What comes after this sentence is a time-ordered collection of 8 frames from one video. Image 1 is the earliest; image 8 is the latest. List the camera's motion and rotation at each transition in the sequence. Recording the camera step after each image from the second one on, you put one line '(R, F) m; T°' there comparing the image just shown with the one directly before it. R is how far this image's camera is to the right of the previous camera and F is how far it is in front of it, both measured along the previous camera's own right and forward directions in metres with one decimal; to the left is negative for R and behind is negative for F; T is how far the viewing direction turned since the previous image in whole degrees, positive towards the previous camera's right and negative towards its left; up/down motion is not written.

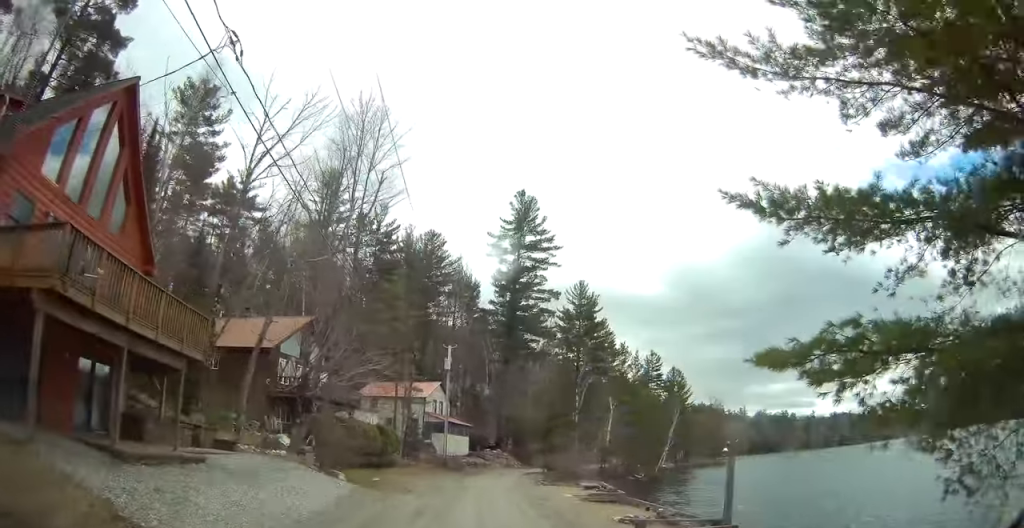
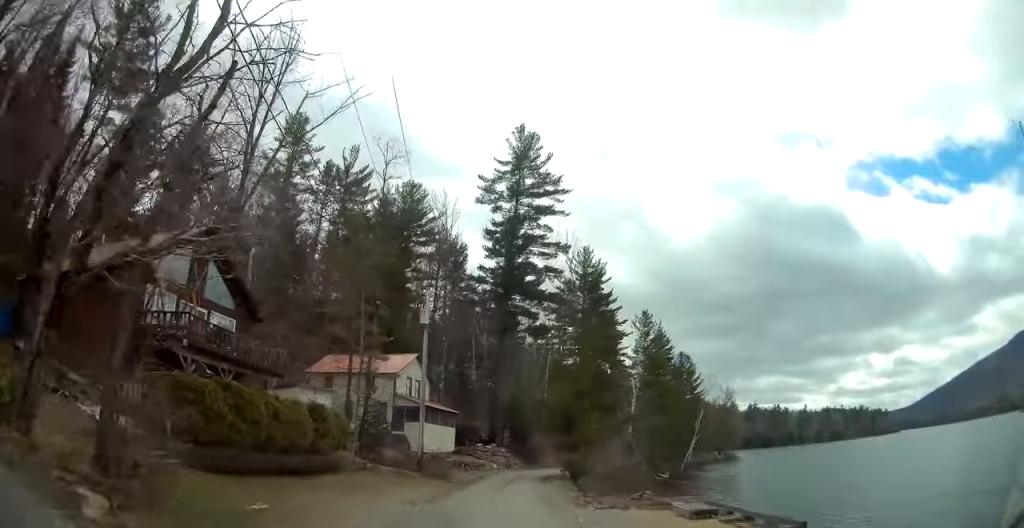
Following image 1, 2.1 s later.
(0.0, +16.1) m; 0°
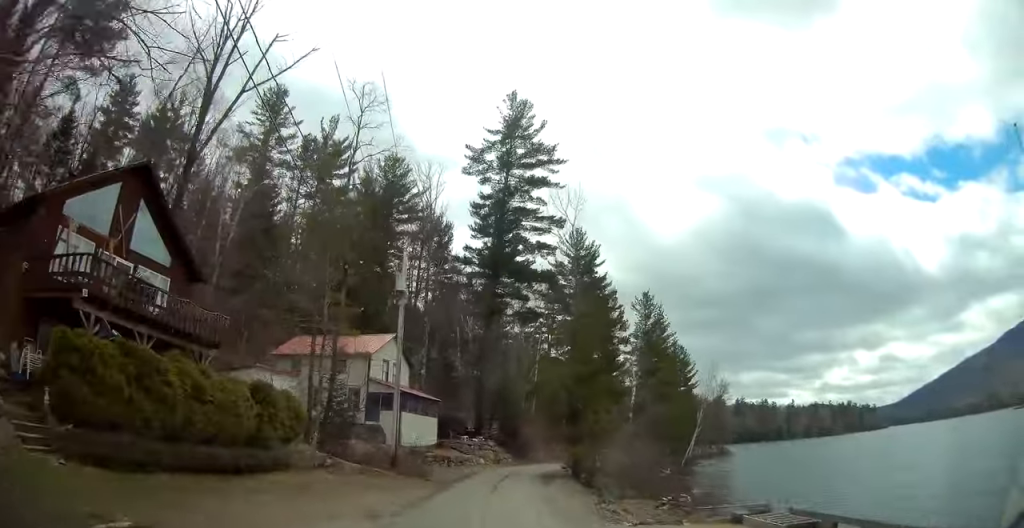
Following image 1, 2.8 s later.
(0.0, +5.6) m; +3°
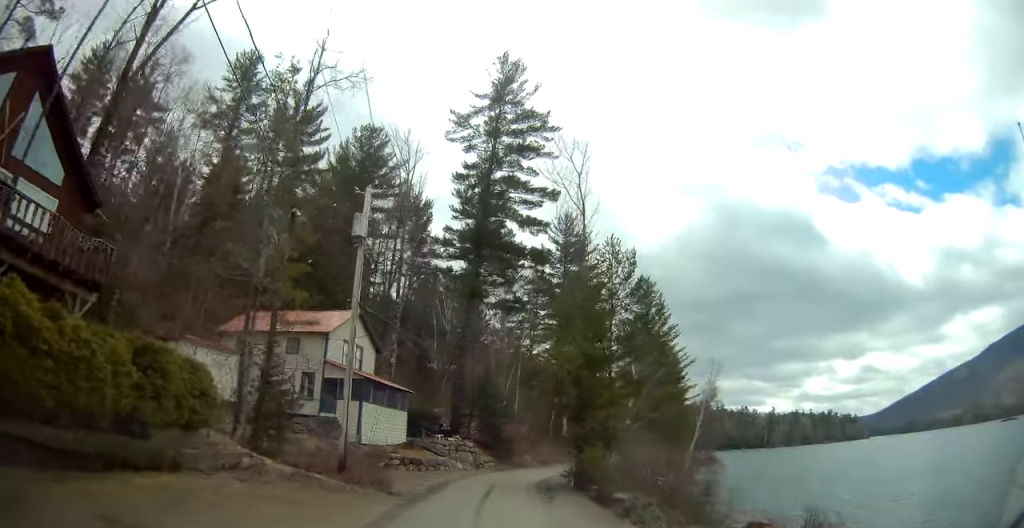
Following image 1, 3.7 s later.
(+0.3, +6.9) m; +4°
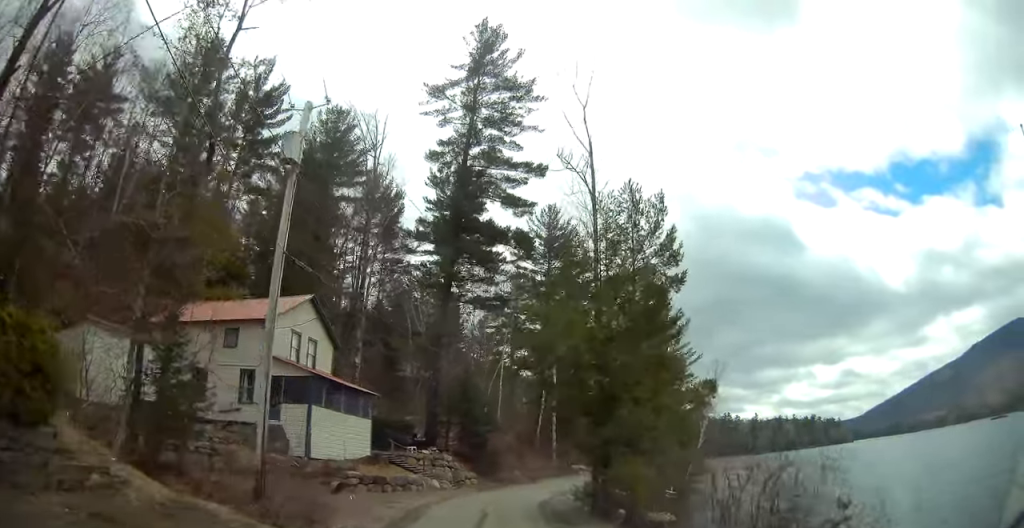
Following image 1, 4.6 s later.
(+0.3, +6.8) m; +3°
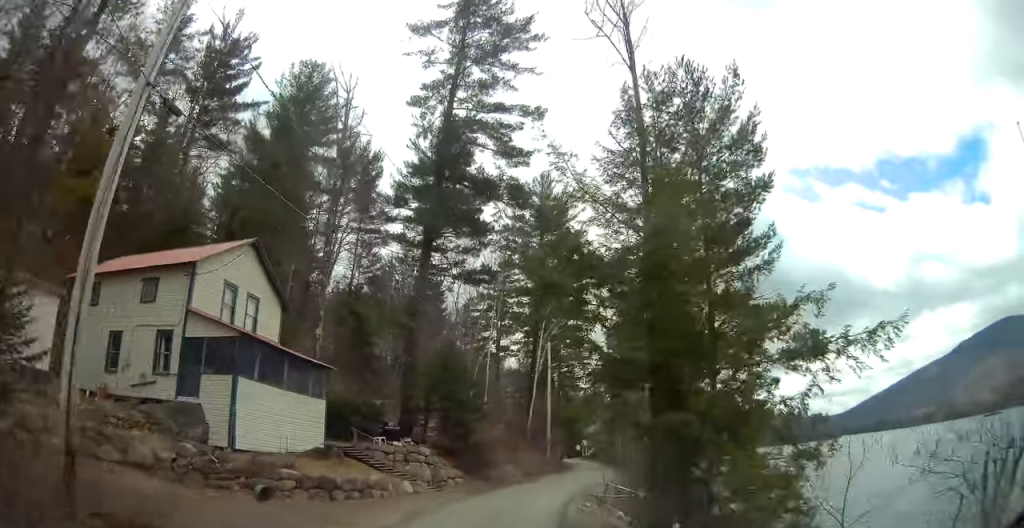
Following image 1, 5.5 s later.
(0.0, +7.1) m; 0°
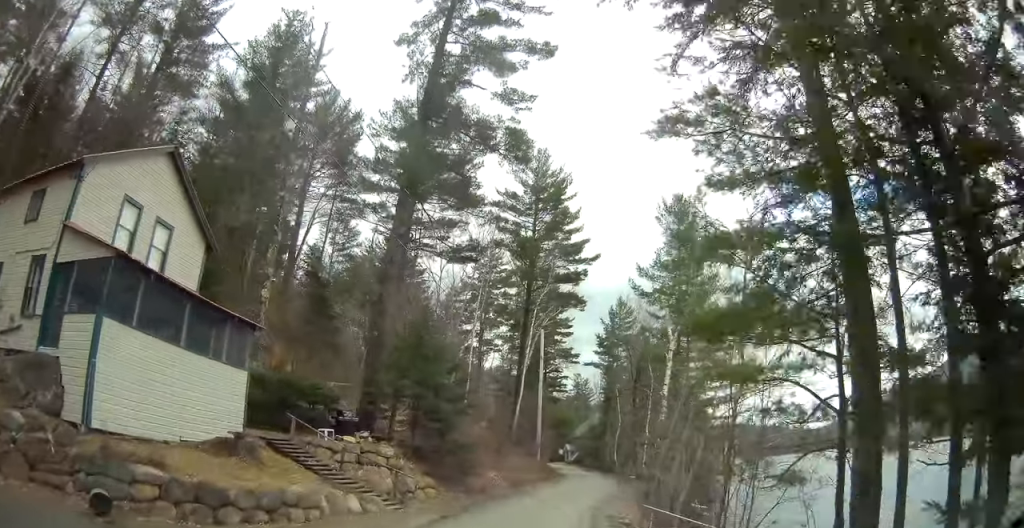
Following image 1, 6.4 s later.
(0.0, +7.0) m; +1°
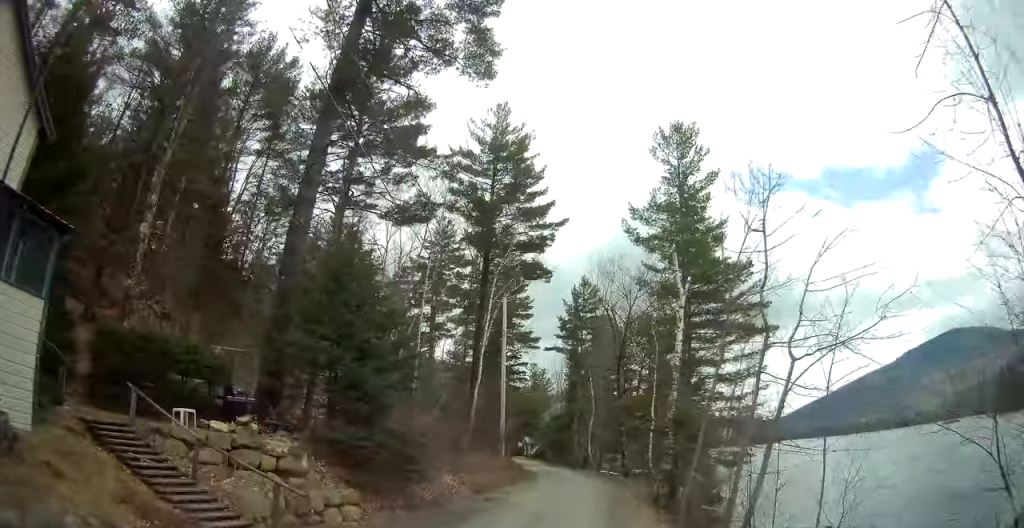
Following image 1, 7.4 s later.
(+0.1, +7.7) m; +6°
